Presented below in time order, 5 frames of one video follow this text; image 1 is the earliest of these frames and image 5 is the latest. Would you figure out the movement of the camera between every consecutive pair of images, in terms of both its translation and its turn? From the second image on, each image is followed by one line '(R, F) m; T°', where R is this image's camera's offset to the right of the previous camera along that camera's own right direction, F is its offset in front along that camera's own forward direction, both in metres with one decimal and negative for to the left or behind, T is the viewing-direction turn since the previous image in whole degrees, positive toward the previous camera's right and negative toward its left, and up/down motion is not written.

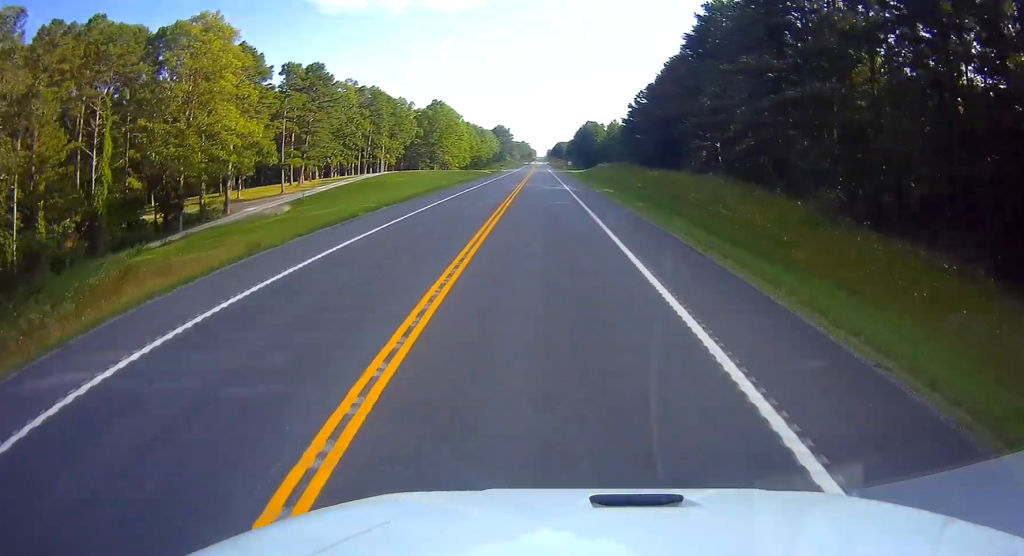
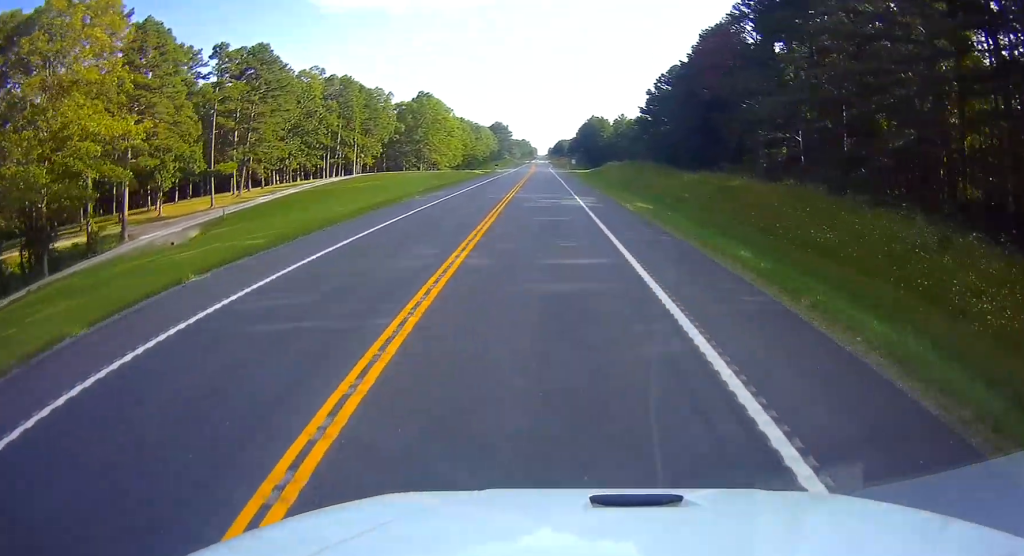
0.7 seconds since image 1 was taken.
(0.0, +19.3) m; 0°
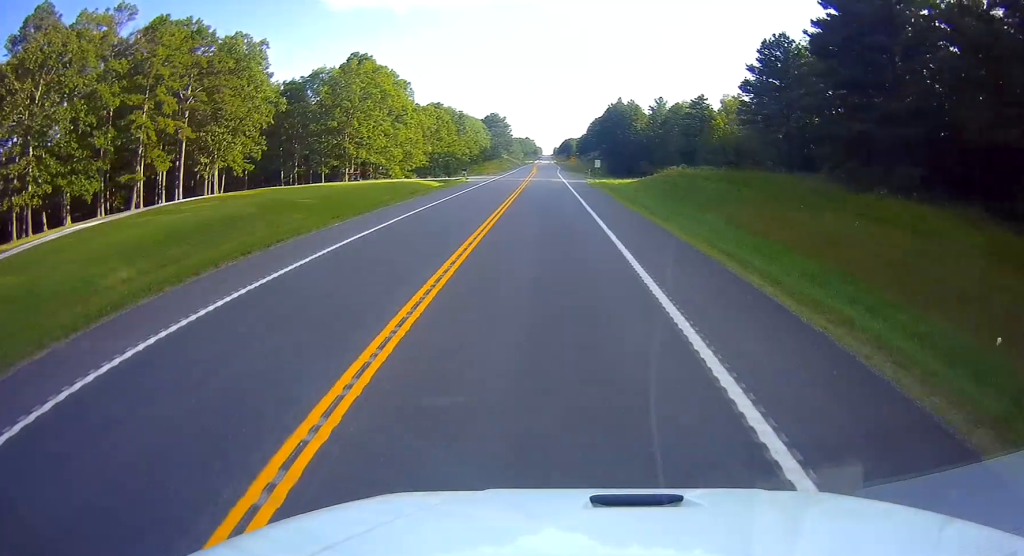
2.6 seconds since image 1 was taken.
(+1.3, +56.3) m; +1°
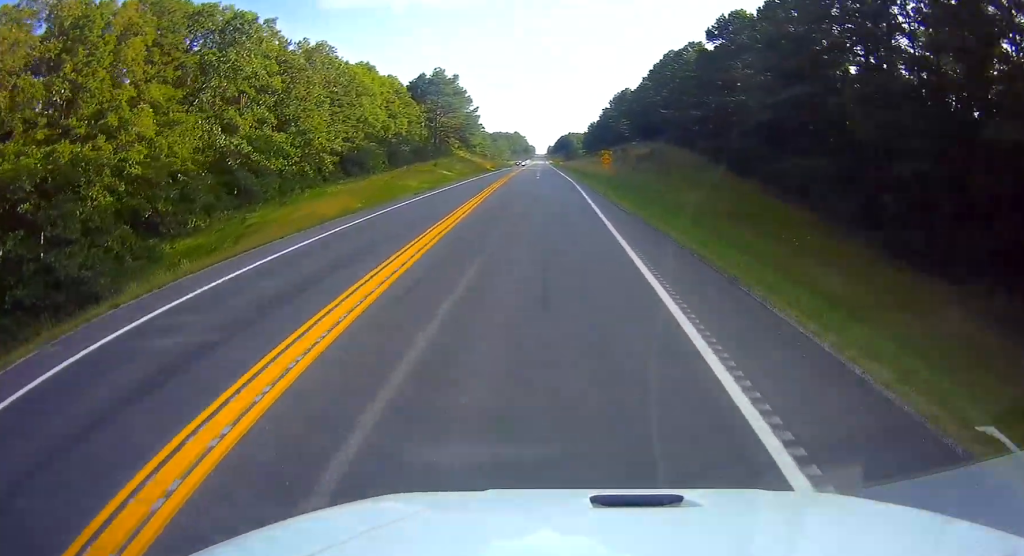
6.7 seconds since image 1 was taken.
(-2.8, +121.3) m; -1°
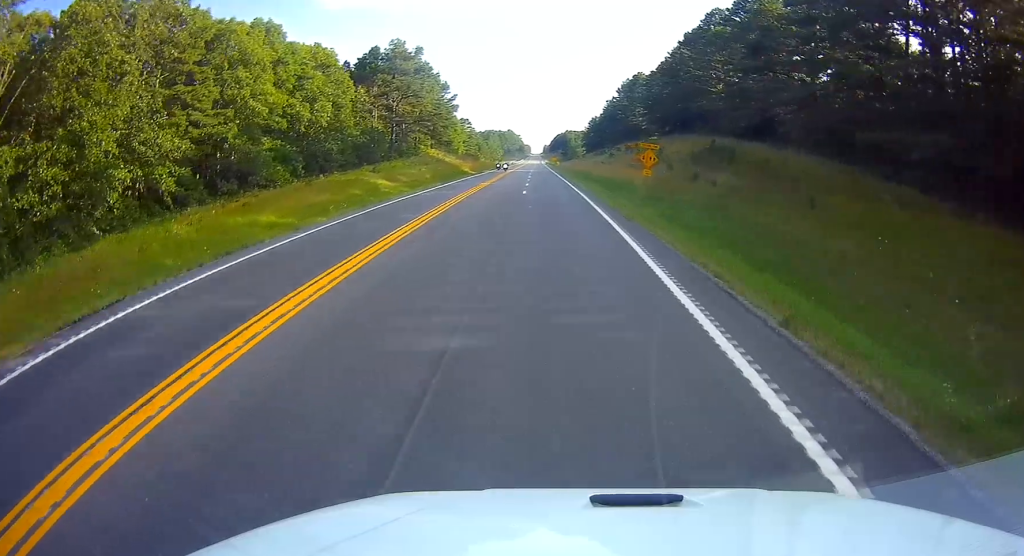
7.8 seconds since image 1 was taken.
(+0.2, +32.5) m; +1°
